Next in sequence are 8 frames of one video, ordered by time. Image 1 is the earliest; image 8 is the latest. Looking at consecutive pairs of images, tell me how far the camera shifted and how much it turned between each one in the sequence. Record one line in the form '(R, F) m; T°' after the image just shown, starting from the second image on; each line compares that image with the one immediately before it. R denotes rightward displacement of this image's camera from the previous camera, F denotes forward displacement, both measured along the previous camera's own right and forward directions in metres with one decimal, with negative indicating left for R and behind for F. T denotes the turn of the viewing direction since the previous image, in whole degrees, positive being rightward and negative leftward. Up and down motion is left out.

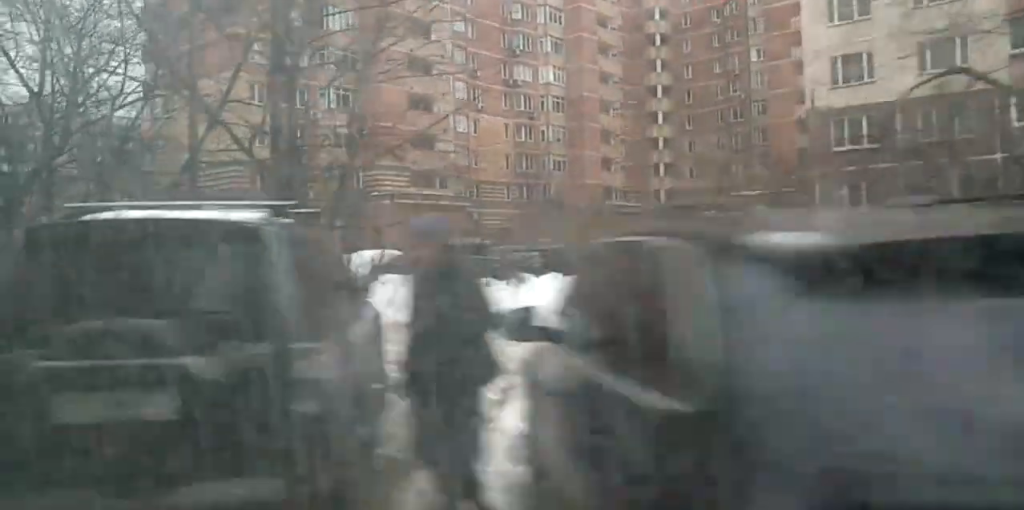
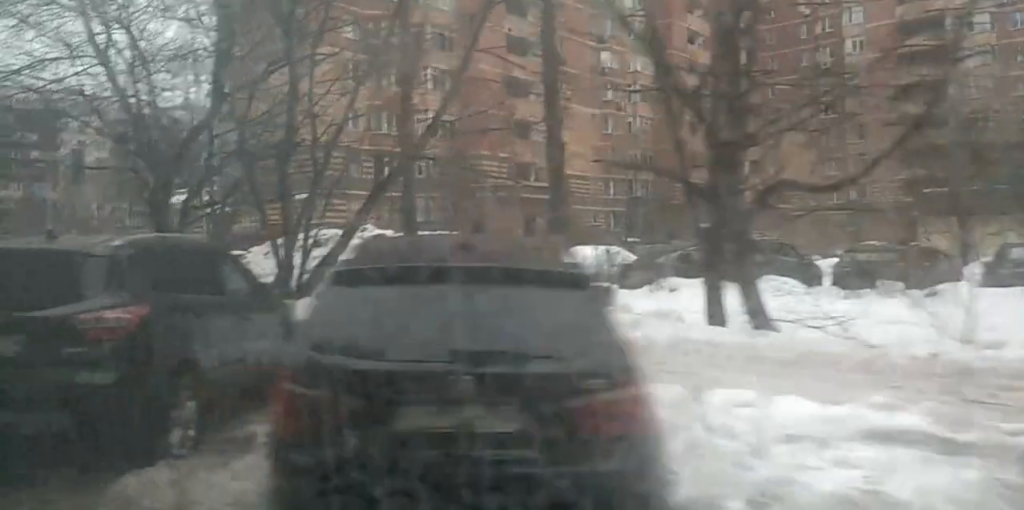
(0.0, +8.4) m; 0°
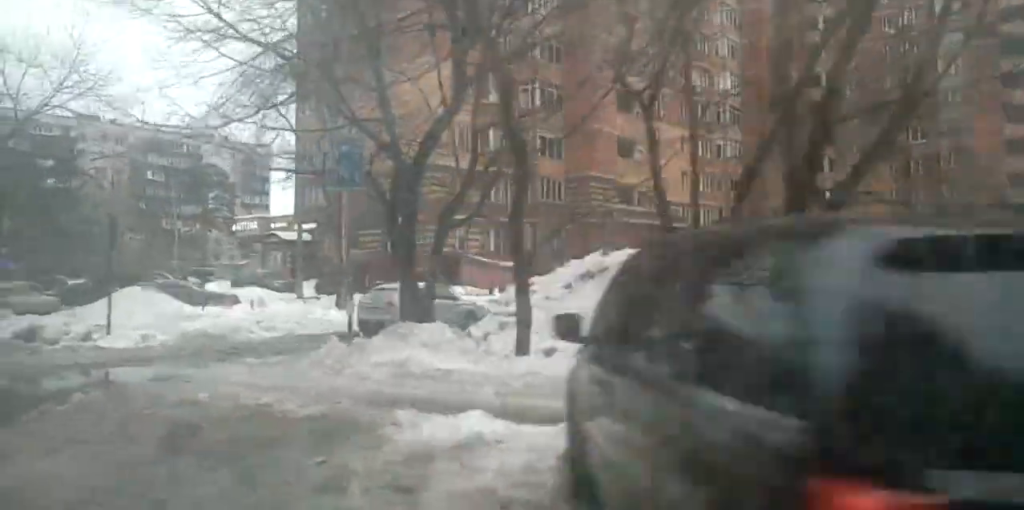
(-0.1, +11.8) m; 0°
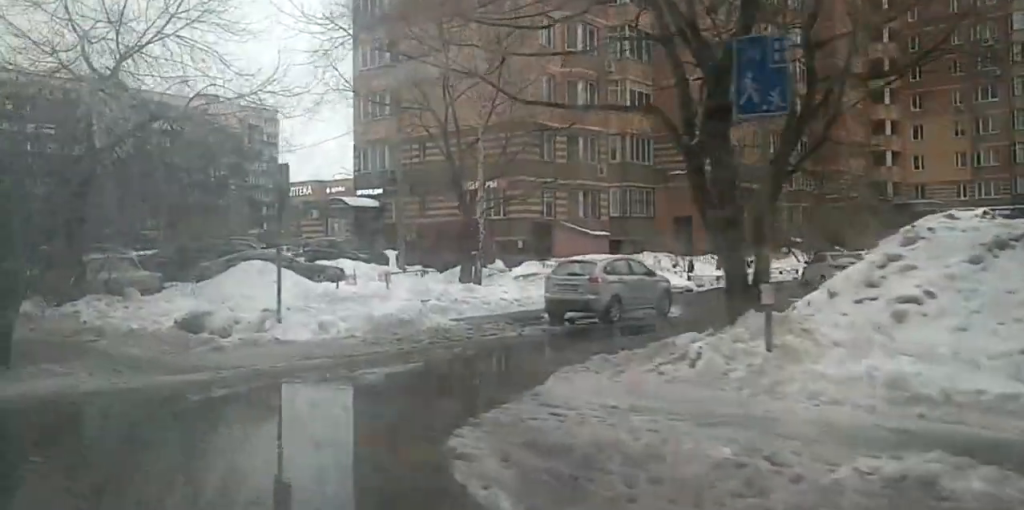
(+0.1, +7.7) m; +1°
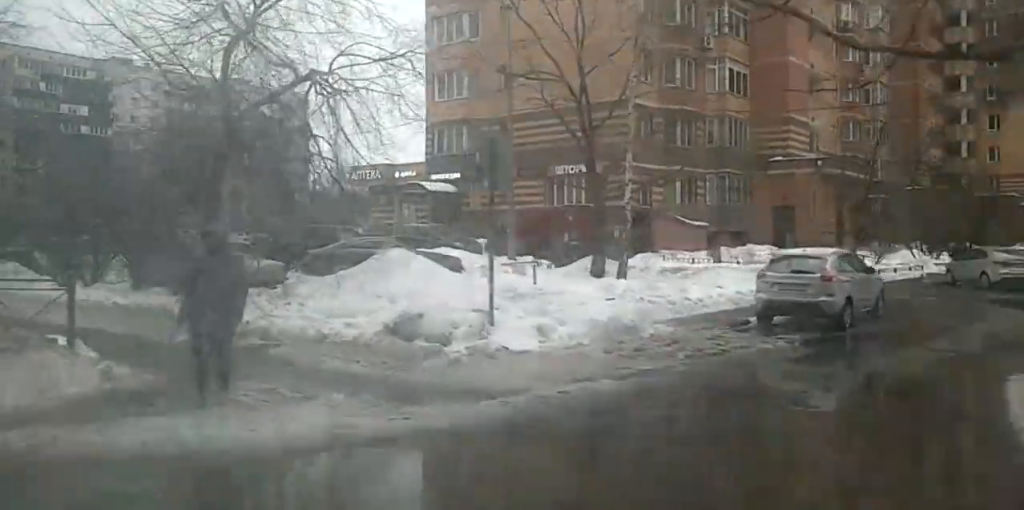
(+0.1, +4.8) m; +3°
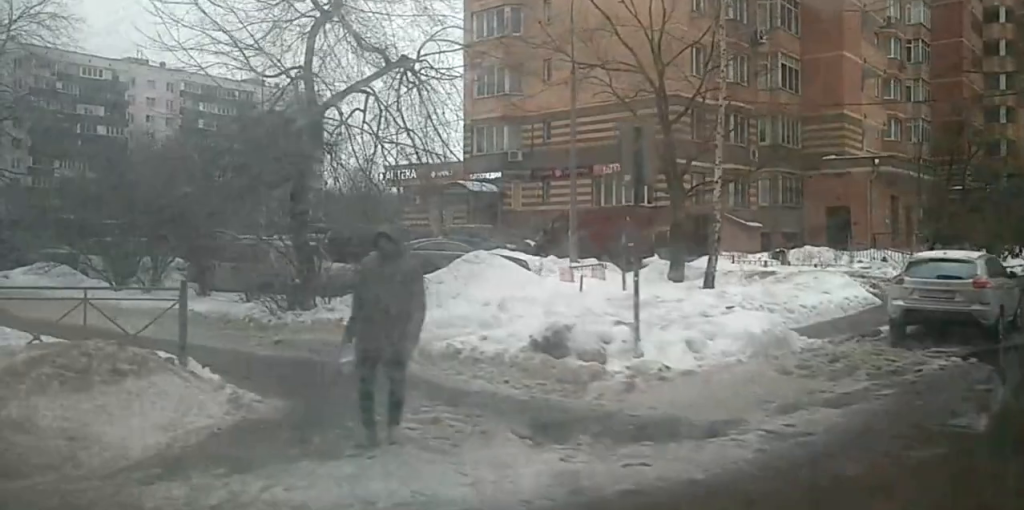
(+0.1, +2.1) m; +1°
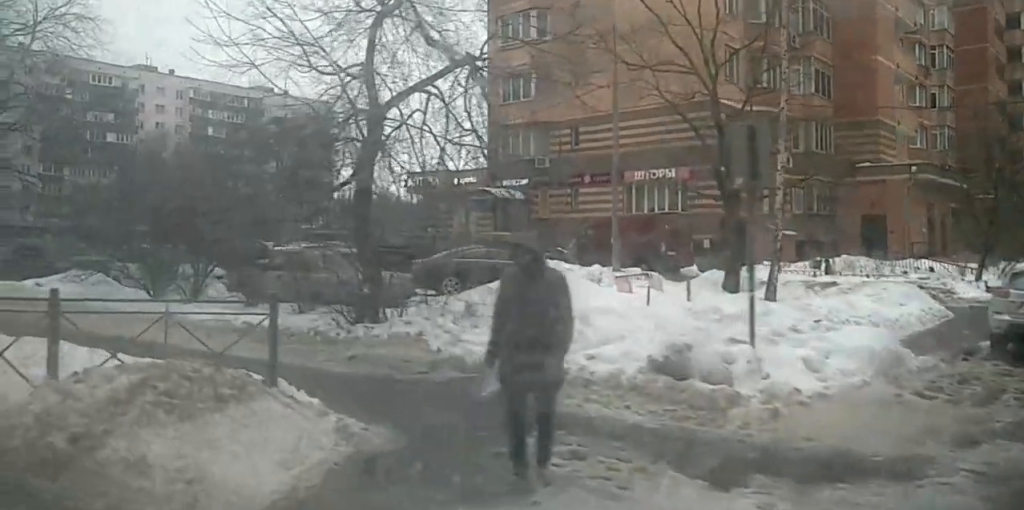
(0.0, +1.1) m; -1°
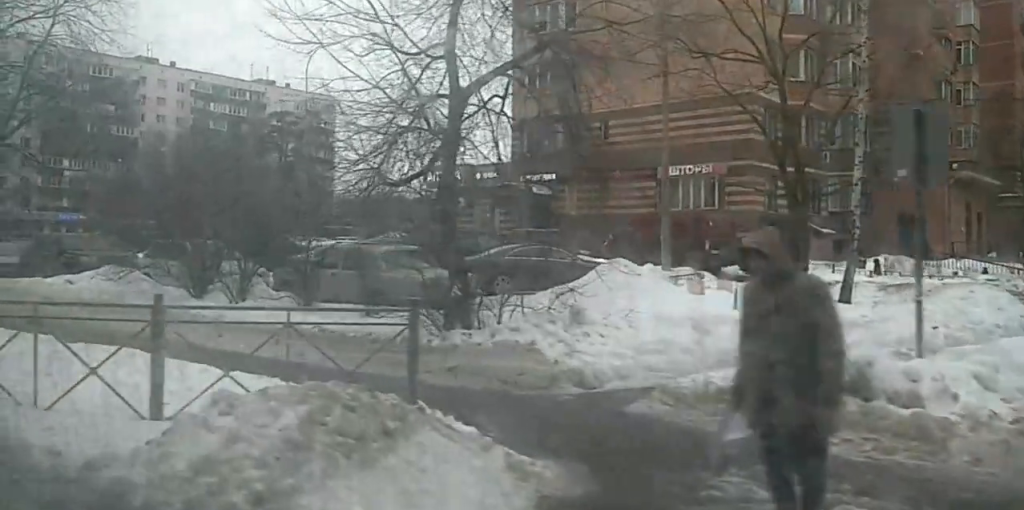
(0.0, +1.7) m; -2°
